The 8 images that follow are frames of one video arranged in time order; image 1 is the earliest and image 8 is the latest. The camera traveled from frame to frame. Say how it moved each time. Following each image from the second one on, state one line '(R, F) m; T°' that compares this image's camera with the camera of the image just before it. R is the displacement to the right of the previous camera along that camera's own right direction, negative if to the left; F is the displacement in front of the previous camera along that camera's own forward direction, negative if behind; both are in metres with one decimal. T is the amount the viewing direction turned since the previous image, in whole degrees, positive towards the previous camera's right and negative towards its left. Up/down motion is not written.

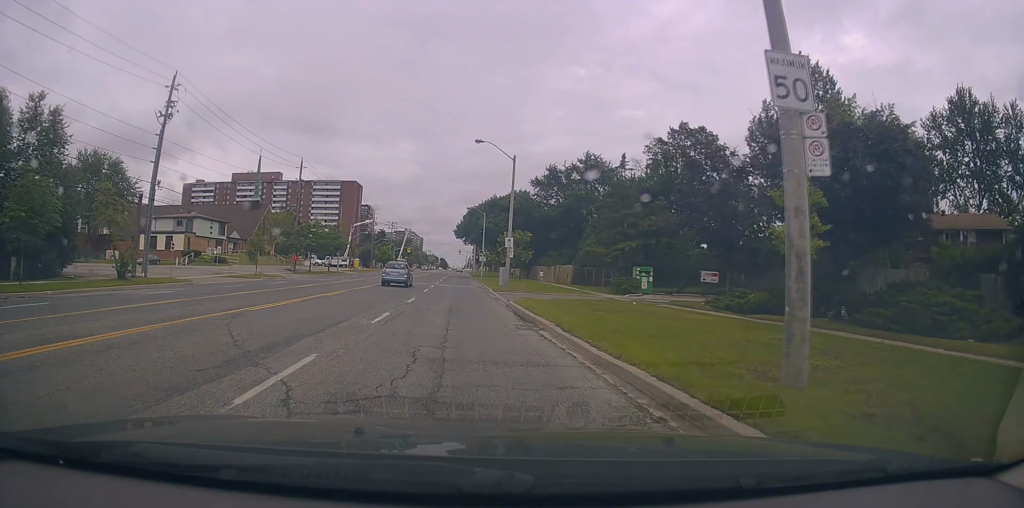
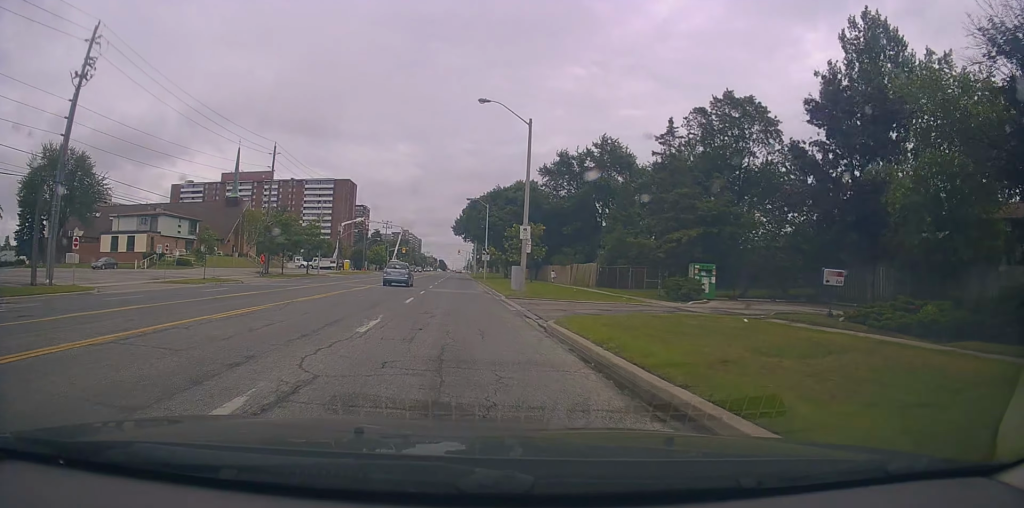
(-0.1, +11.0) m; +1°
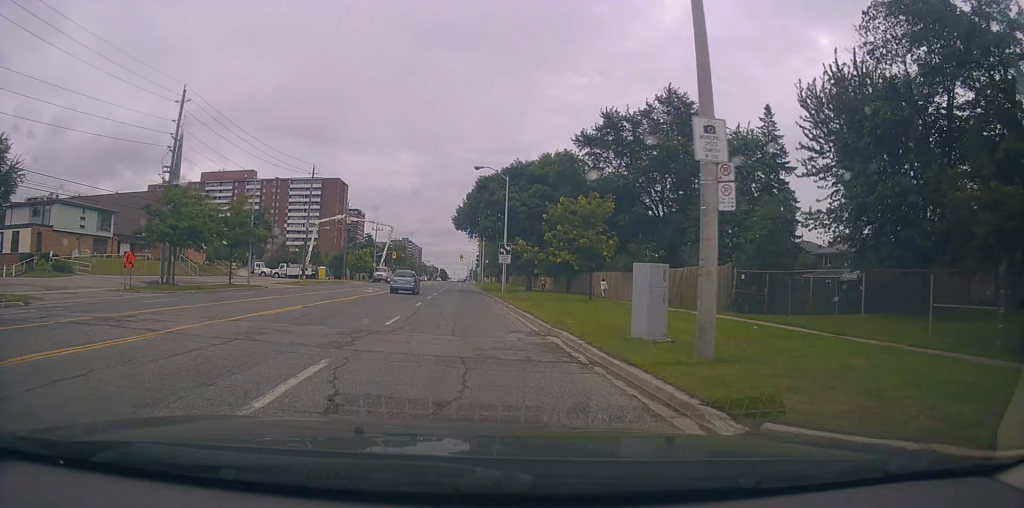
(+1.0, +24.3) m; +2°
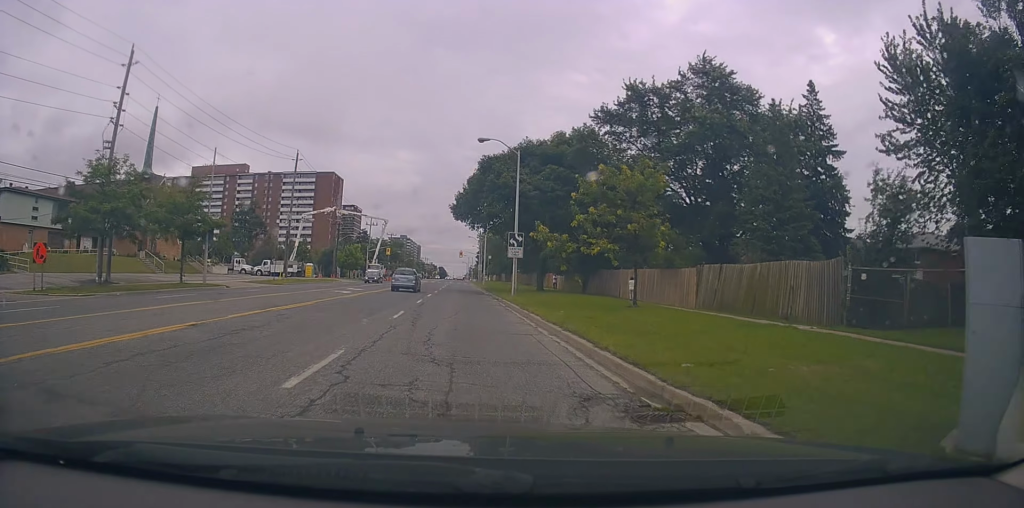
(0.0, +8.4) m; -2°
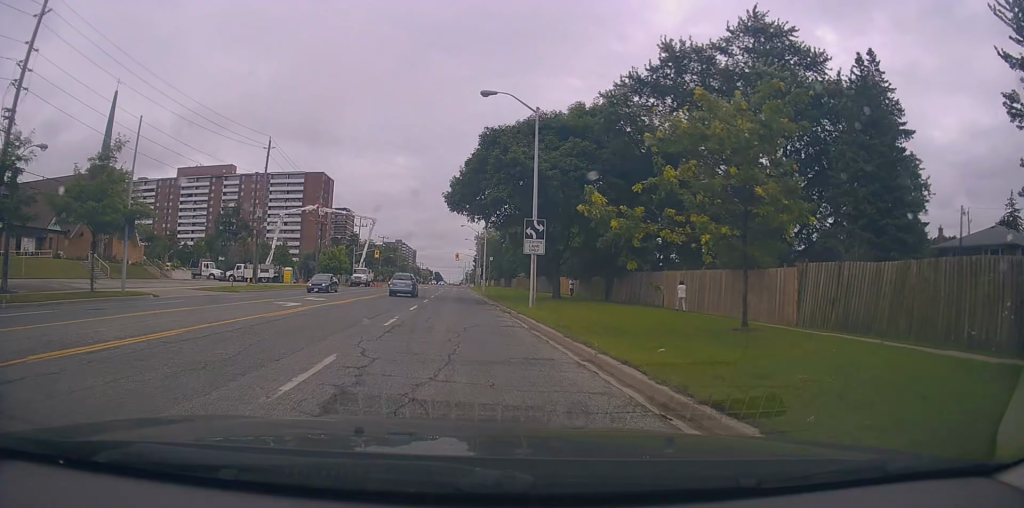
(-0.3, +10.0) m; -2°
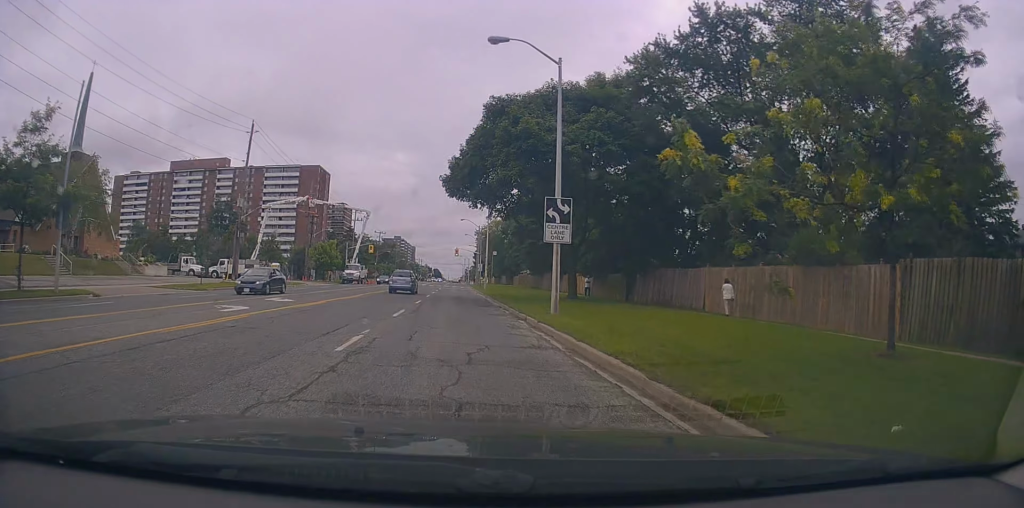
(-0.1, +5.8) m; +1°
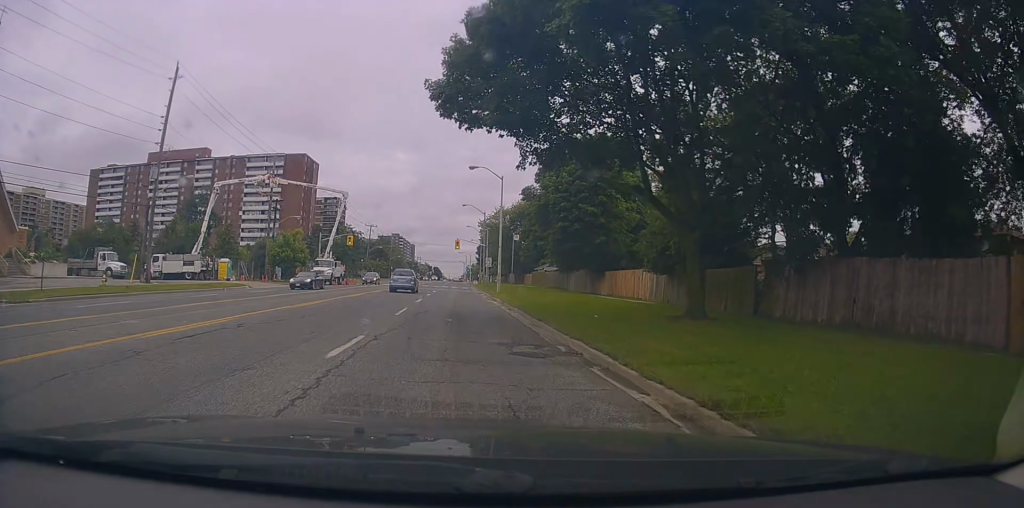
(+0.6, +17.6) m; +3°
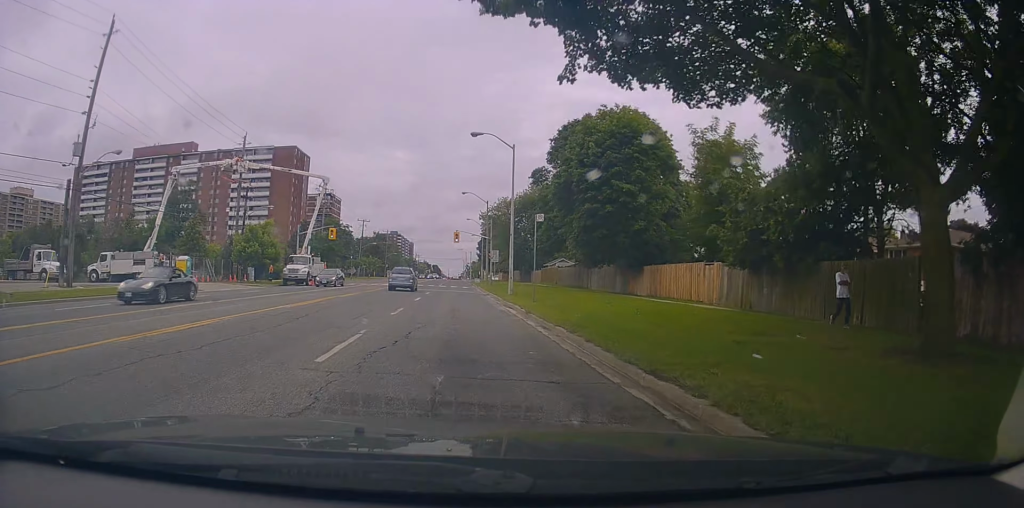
(0.0, +9.5) m; -1°
